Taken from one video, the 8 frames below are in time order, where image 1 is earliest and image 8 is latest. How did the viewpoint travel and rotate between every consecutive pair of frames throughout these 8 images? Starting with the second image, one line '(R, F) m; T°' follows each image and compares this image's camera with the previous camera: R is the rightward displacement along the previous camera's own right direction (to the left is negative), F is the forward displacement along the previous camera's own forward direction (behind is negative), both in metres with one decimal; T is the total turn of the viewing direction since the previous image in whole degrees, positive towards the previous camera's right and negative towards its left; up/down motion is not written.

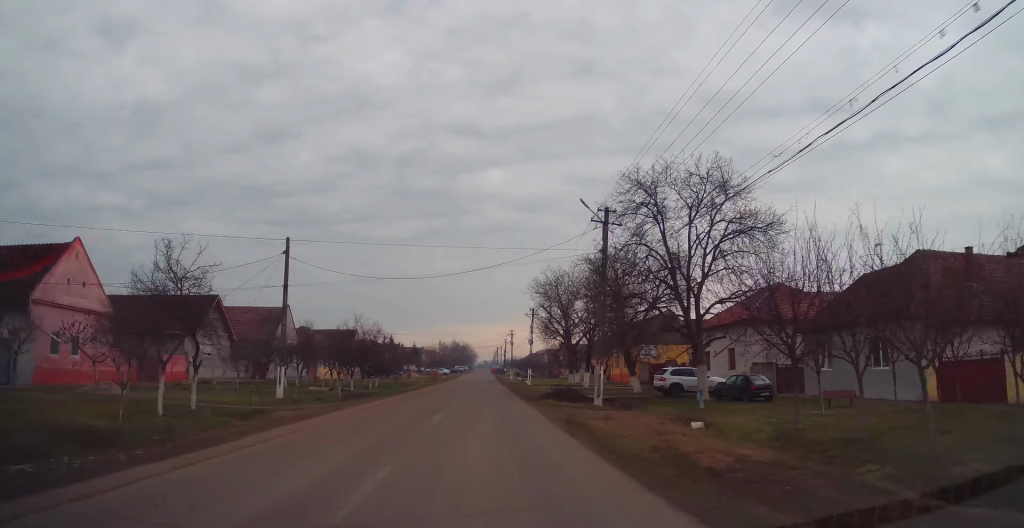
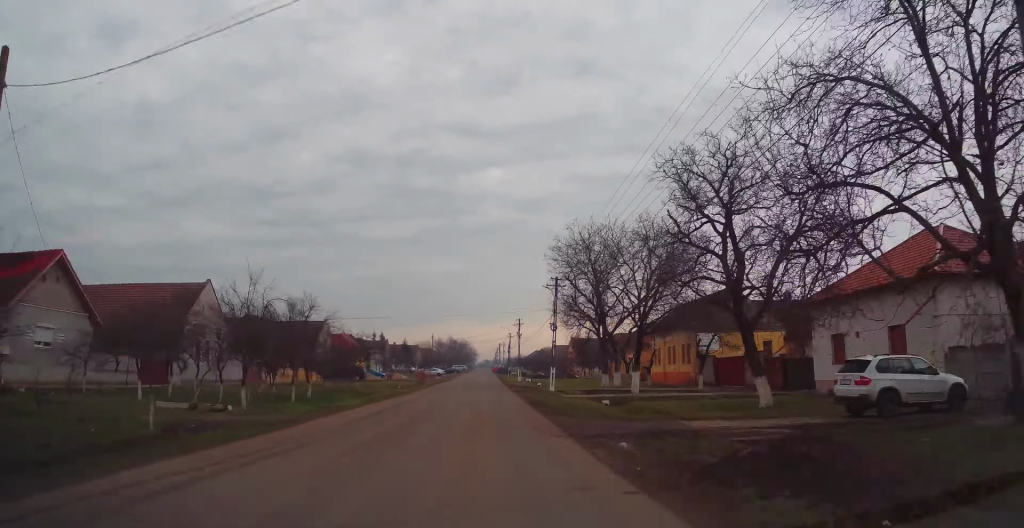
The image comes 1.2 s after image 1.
(-0.1, +21.0) m; 0°
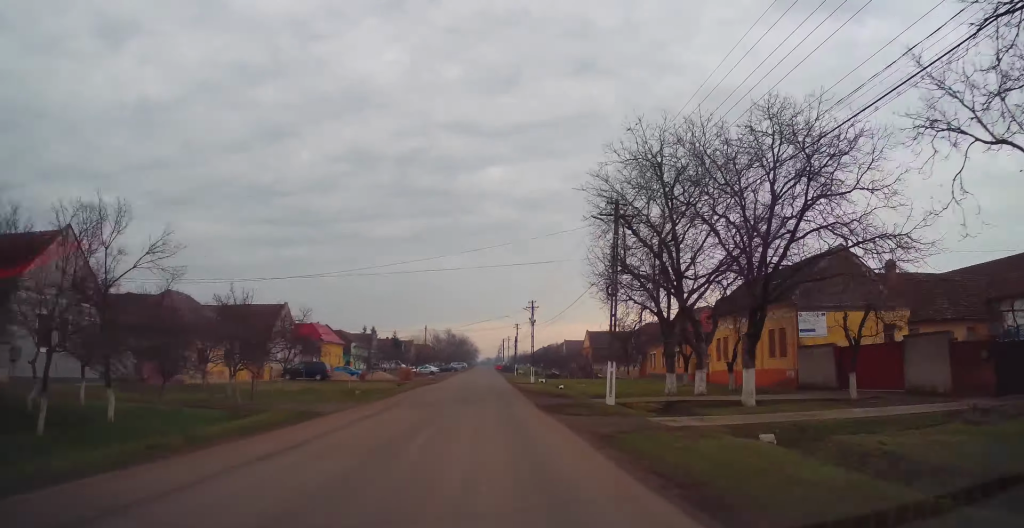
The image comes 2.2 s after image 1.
(+0.1, +19.2) m; -1°
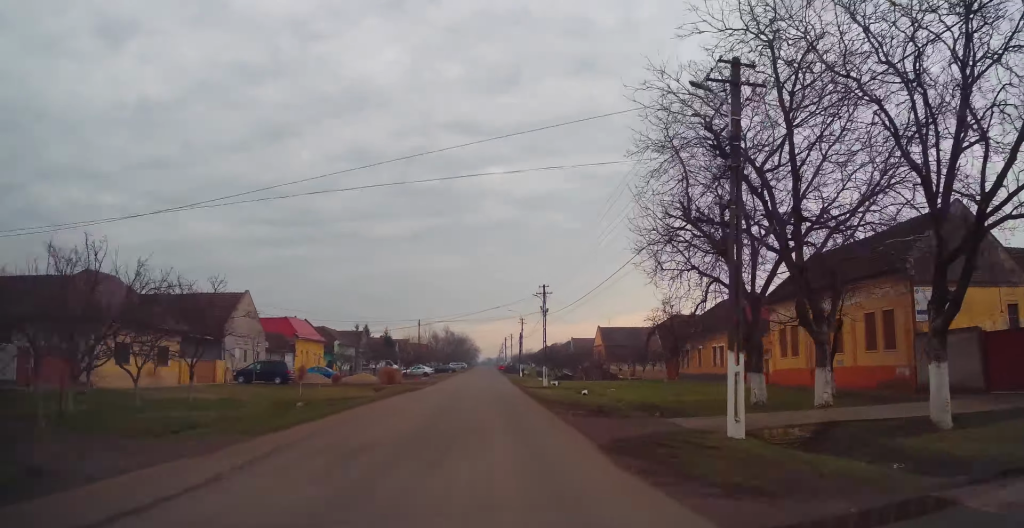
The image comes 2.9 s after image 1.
(-0.2, +11.9) m; -1°
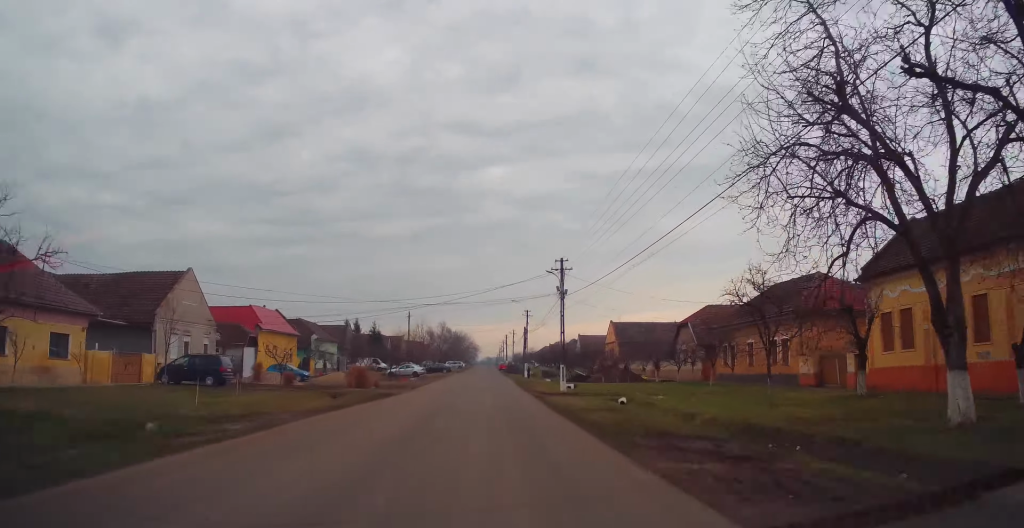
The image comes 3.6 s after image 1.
(-0.4, +11.9) m; -1°
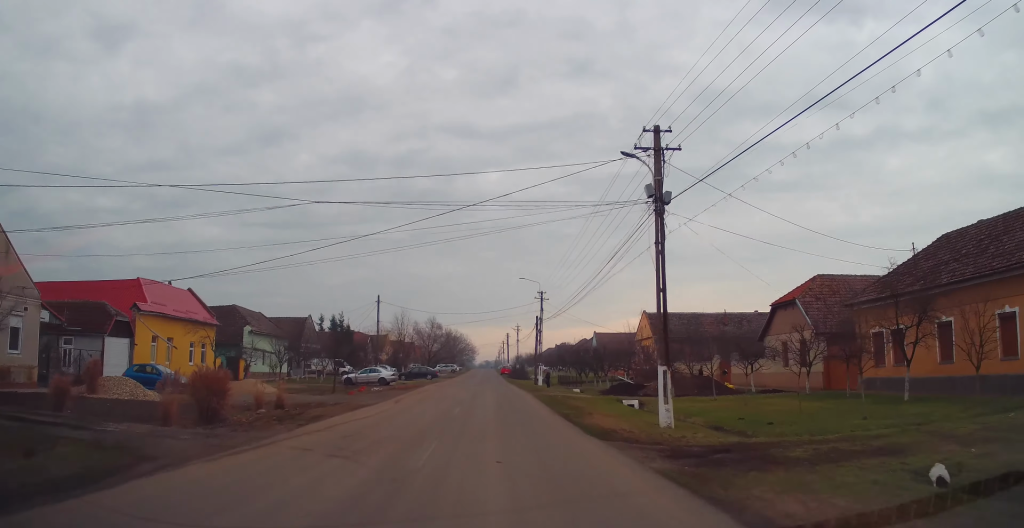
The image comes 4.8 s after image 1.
(+0.6, +21.9) m; +2°
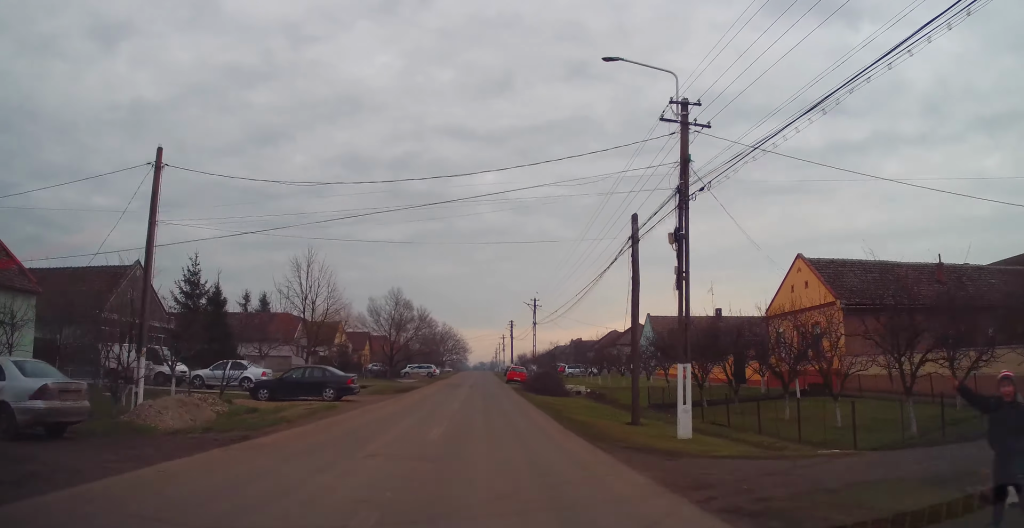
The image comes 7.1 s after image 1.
(+0.5, +40.5) m; 0°
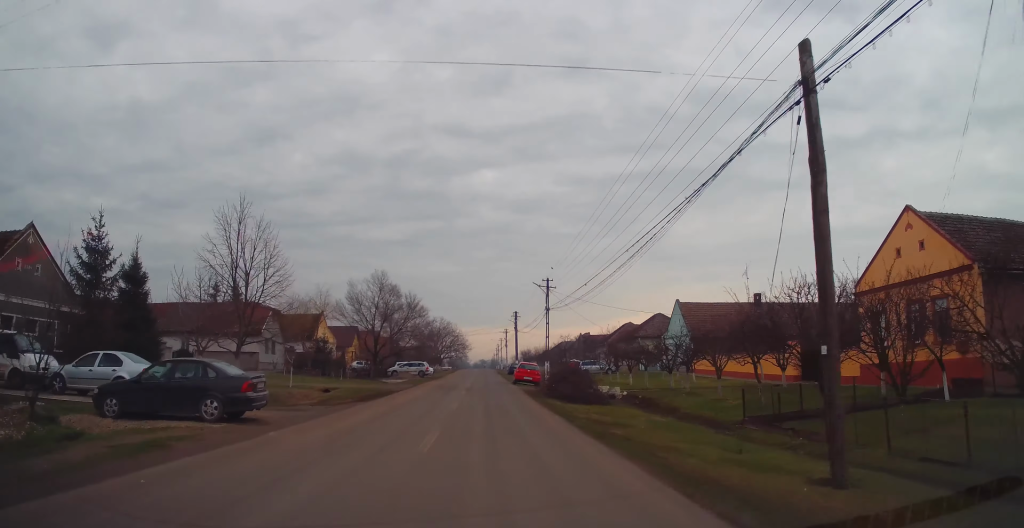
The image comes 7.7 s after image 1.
(-0.1, +11.3) m; -1°
